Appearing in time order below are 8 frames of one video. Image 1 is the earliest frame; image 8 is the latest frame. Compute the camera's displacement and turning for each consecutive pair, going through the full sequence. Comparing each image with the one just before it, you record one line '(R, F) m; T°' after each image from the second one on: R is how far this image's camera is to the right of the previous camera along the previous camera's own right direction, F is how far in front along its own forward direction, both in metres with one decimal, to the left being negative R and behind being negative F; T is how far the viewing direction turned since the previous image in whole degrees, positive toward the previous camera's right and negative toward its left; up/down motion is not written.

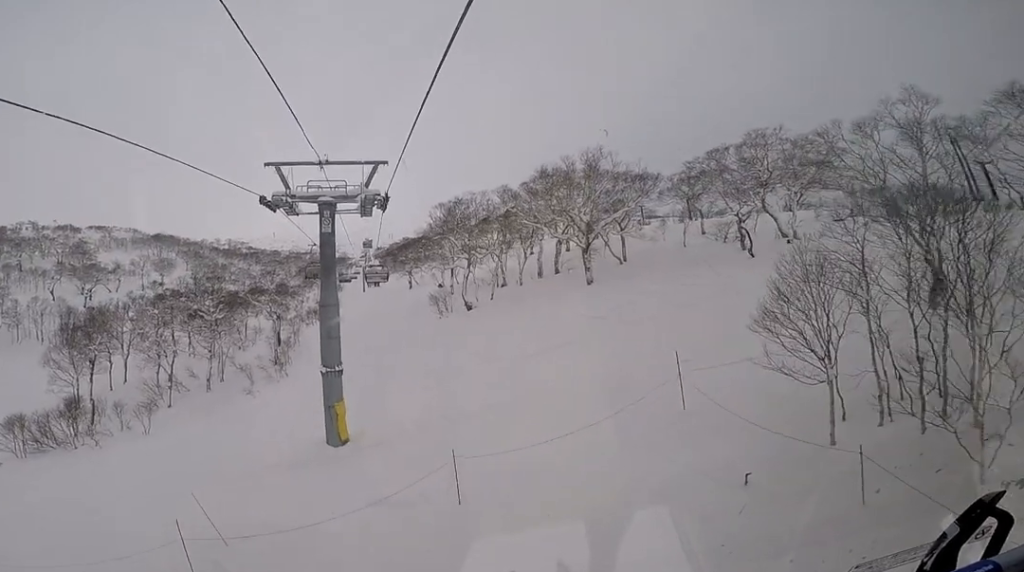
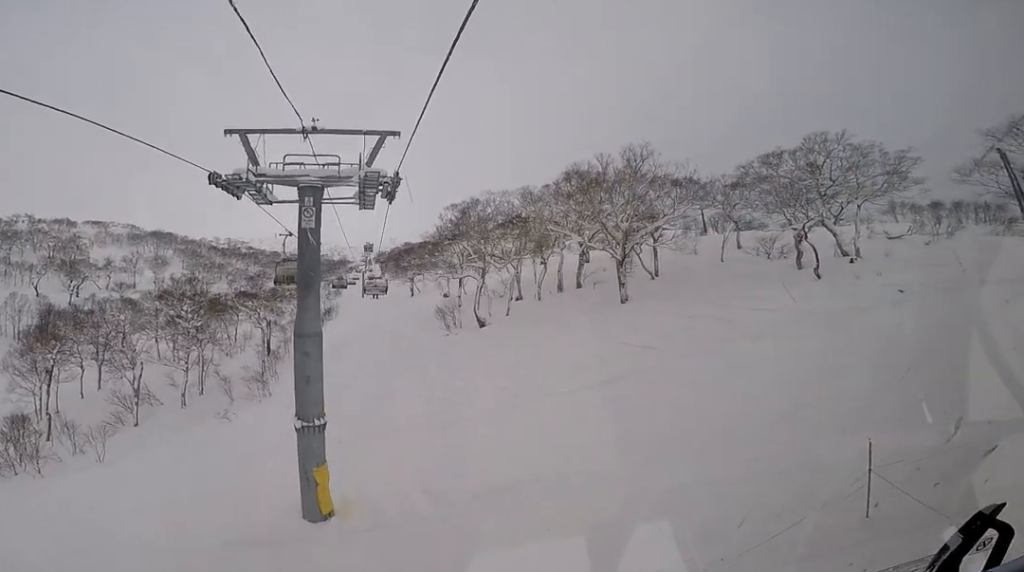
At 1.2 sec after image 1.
(-0.6, +6.4) m; -5°
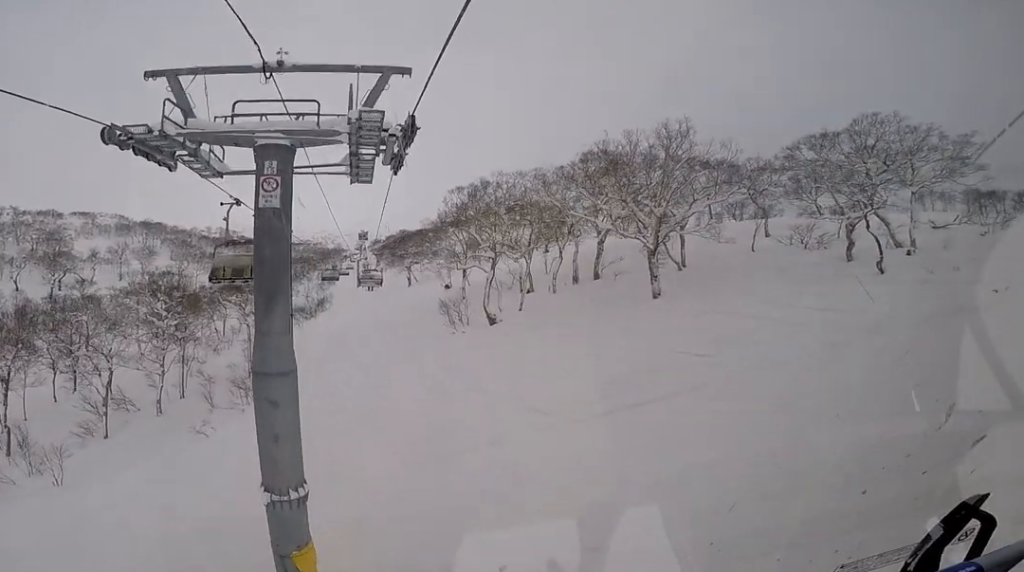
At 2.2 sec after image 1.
(0.0, +4.9) m; 0°
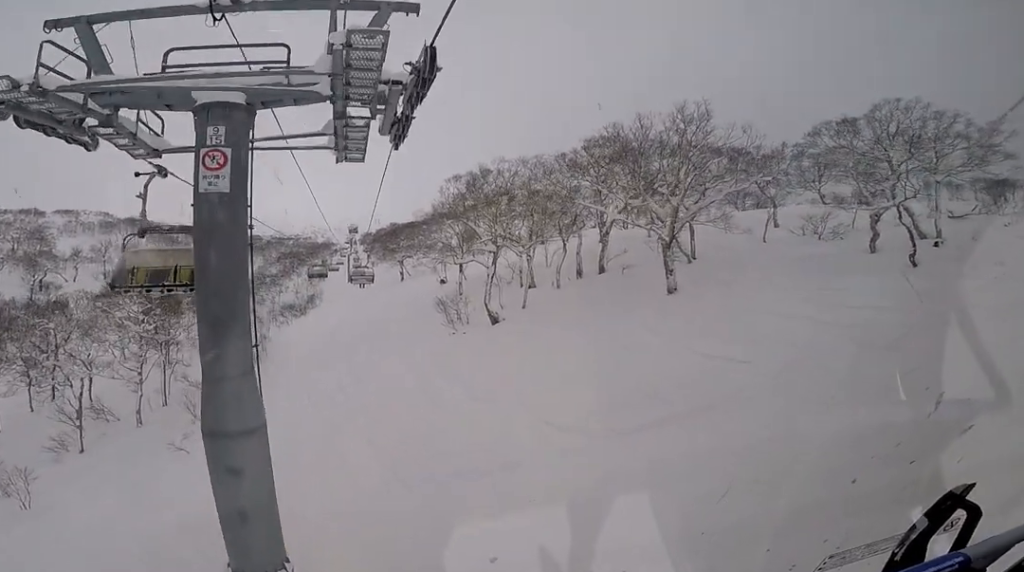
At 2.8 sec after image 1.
(0.0, +2.7) m; +7°
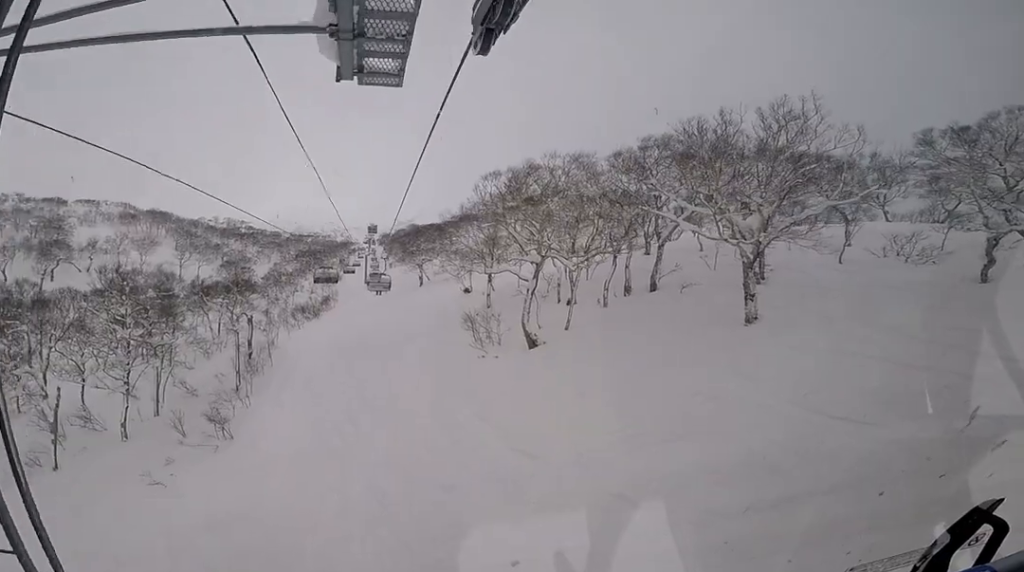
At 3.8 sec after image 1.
(+0.7, +4.9) m; +11°
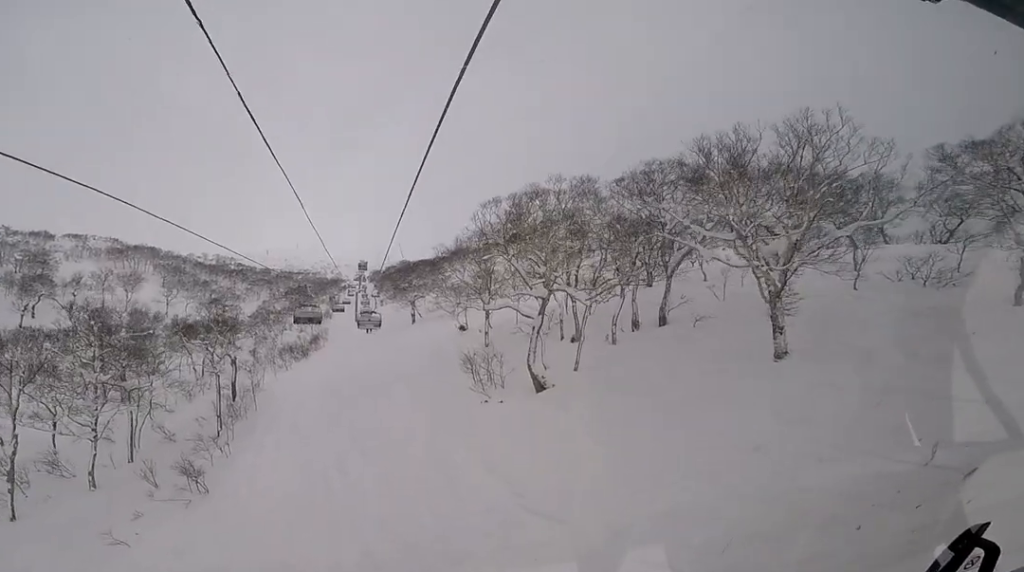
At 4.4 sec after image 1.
(+0.7, +2.8) m; 0°
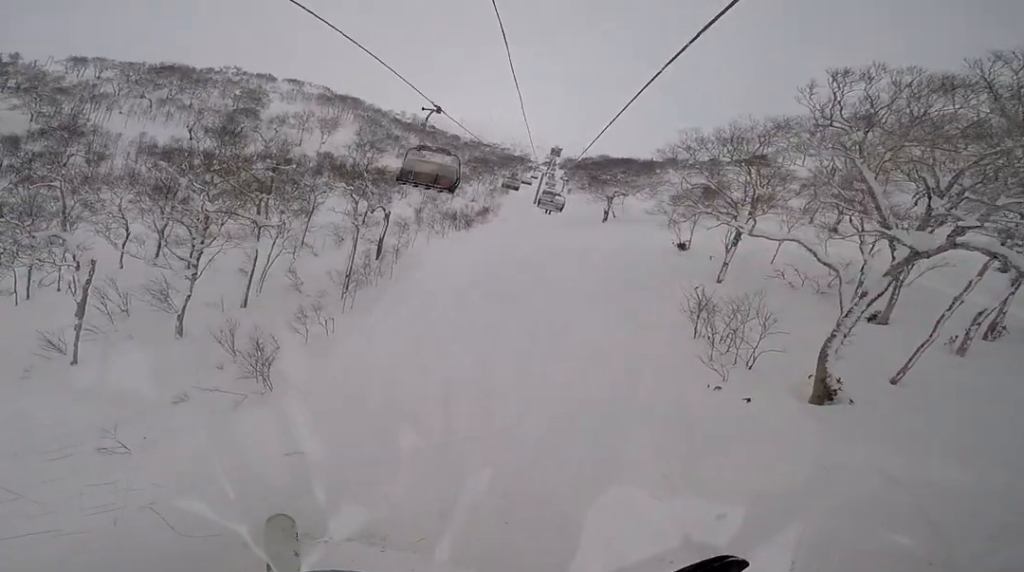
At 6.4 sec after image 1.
(-2.8, +9.2) m; -18°
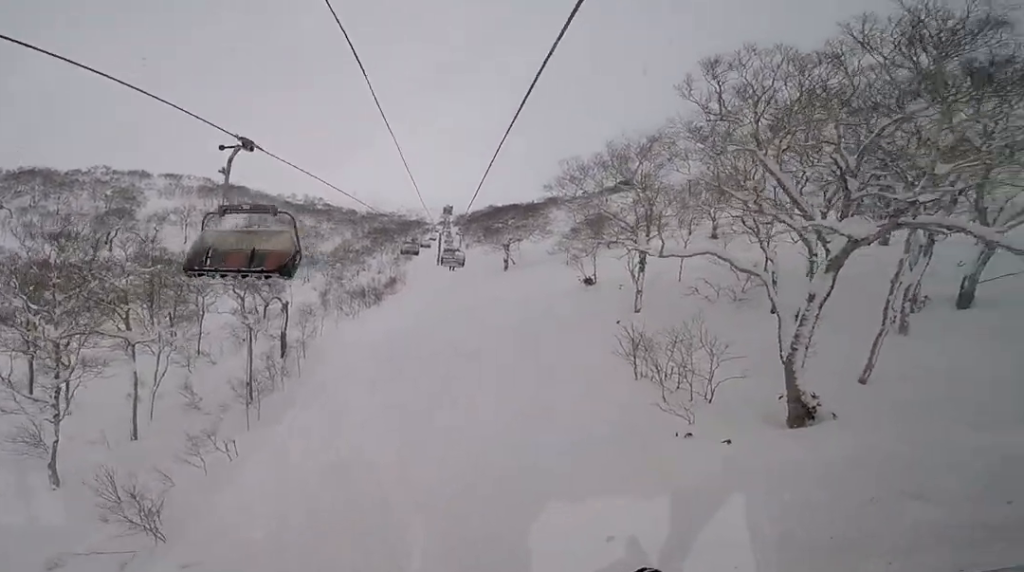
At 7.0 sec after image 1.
(0.0, +3.3) m; 0°
